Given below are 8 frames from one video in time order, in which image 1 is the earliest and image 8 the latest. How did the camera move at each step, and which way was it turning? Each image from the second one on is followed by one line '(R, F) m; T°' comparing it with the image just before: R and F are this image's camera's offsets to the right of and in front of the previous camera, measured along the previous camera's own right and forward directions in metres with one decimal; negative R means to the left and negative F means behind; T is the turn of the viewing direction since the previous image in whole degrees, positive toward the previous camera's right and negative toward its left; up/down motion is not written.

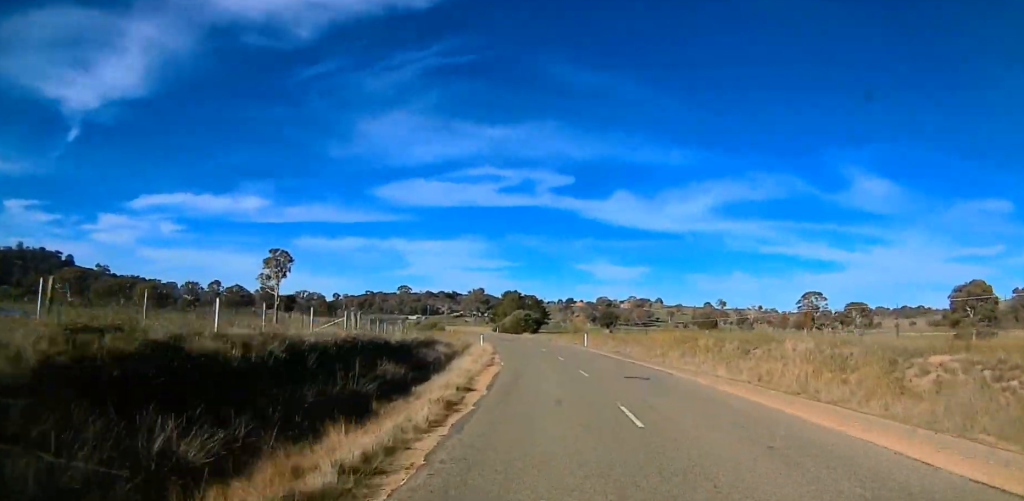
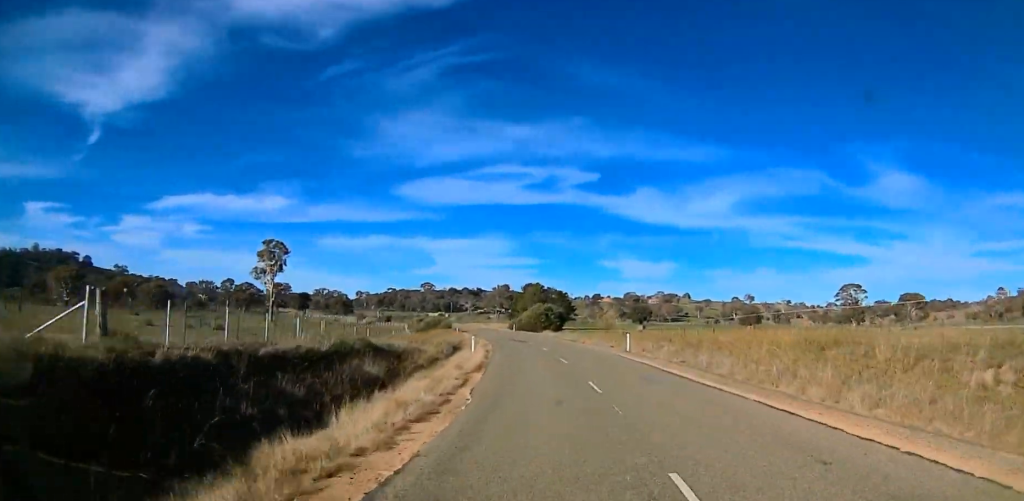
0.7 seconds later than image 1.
(0.0, +18.3) m; 0°
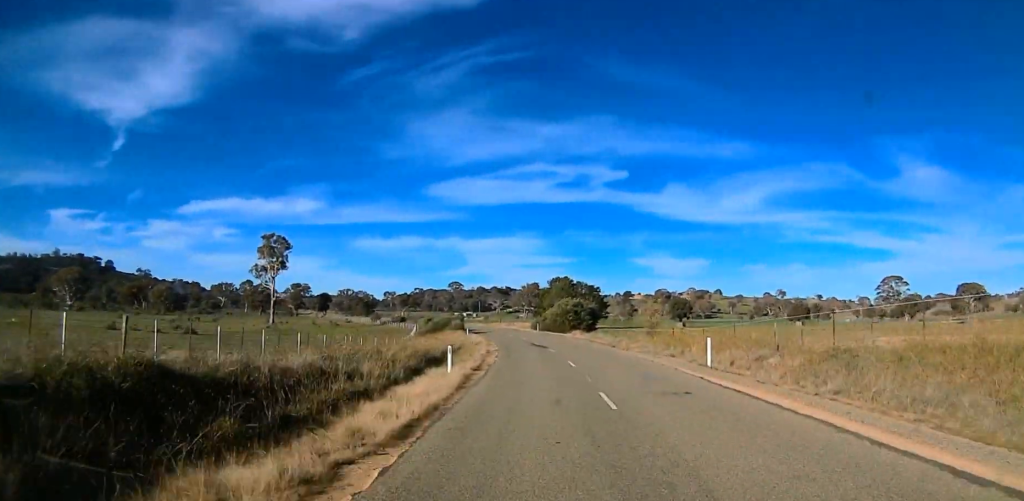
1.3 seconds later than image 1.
(0.0, +15.0) m; 0°
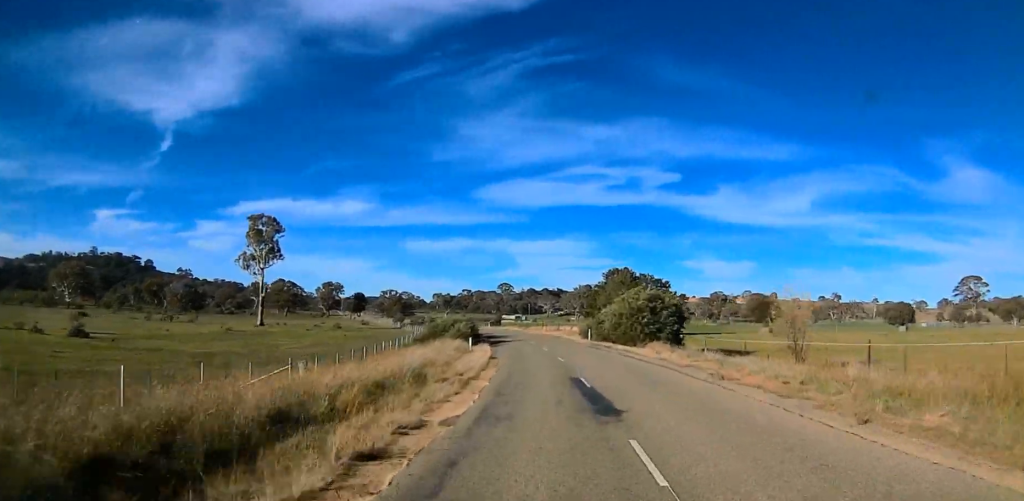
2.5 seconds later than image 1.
(0.0, +28.3) m; 0°
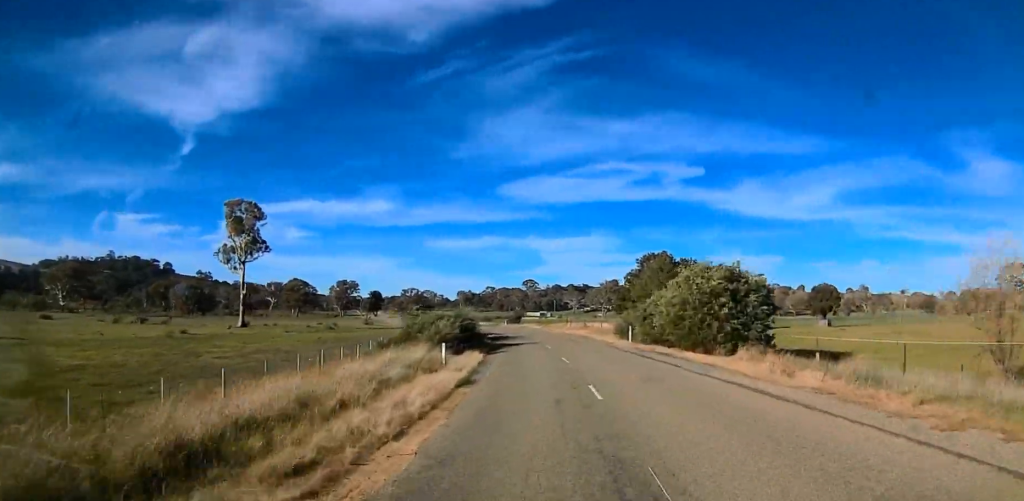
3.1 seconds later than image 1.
(0.0, +15.8) m; 0°
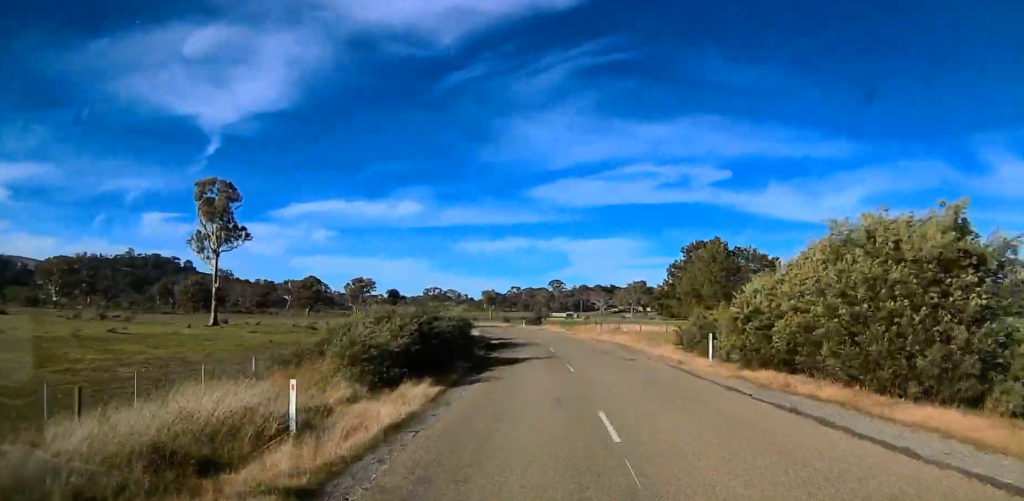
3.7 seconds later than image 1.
(0.0, +15.8) m; 0°
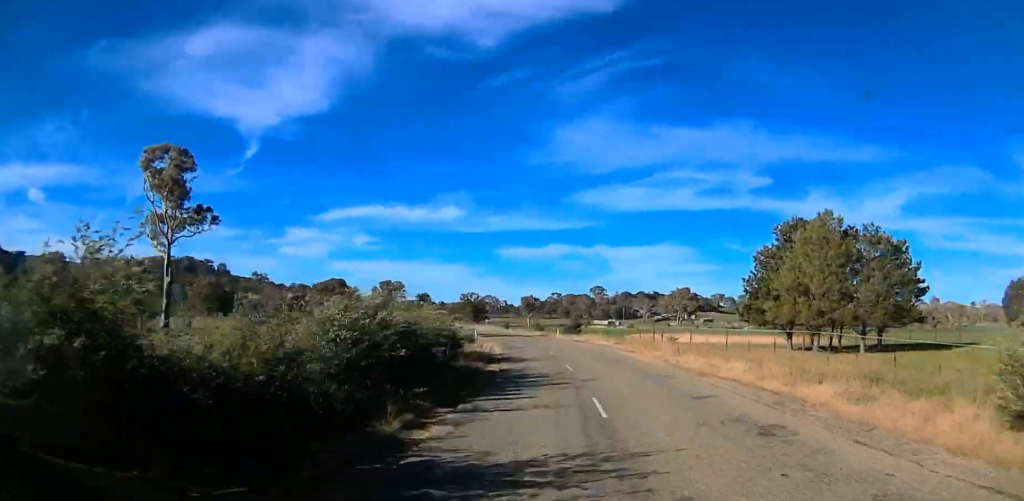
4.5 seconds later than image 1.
(0.0, +20.0) m; 0°
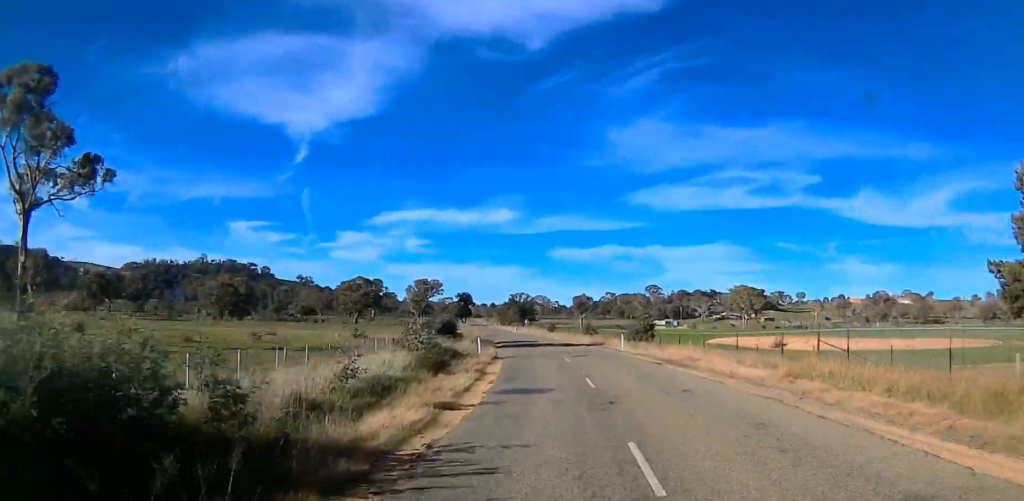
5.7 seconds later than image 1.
(0.0, +28.3) m; 0°
